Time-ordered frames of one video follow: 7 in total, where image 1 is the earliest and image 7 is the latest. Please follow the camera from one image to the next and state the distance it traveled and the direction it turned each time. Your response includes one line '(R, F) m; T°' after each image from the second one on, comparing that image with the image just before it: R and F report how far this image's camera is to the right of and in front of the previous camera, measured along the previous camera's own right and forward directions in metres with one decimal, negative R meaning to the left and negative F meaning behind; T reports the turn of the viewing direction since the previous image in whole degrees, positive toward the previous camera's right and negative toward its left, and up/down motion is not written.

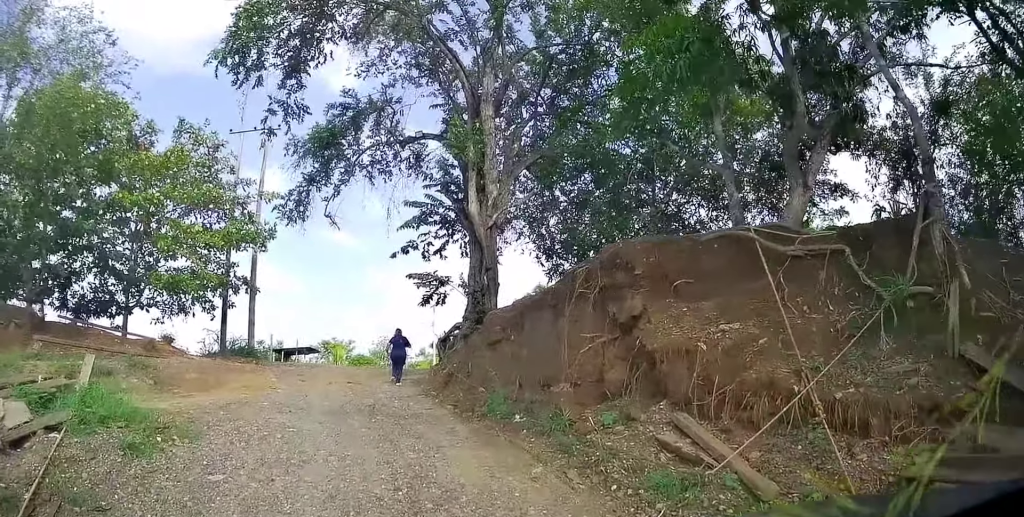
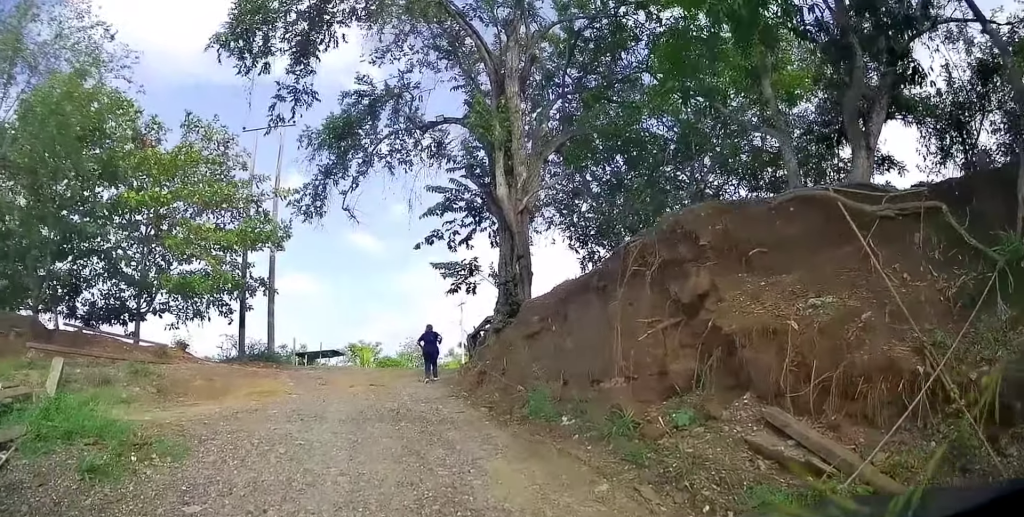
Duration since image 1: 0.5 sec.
(-0.2, +1.5) m; -4°
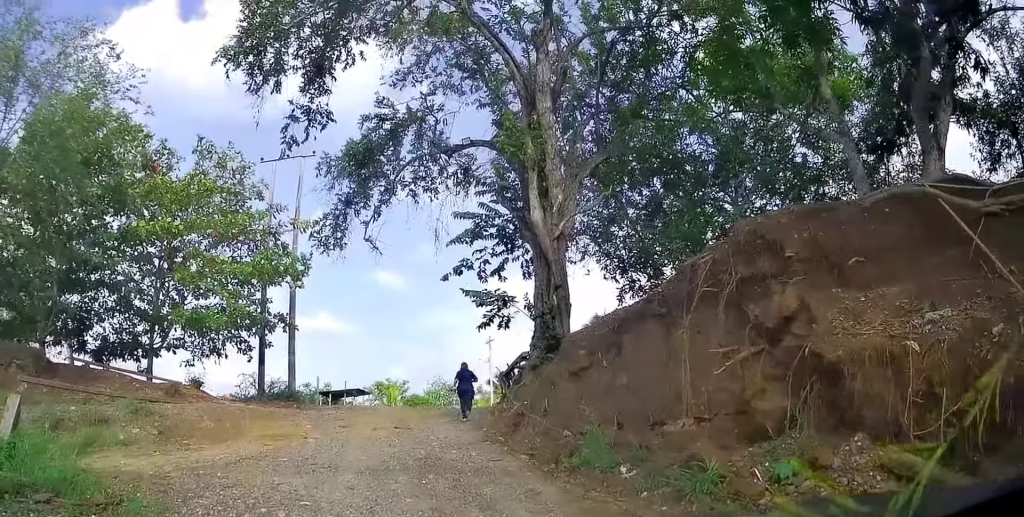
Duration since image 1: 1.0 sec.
(-0.1, +1.6) m; -5°
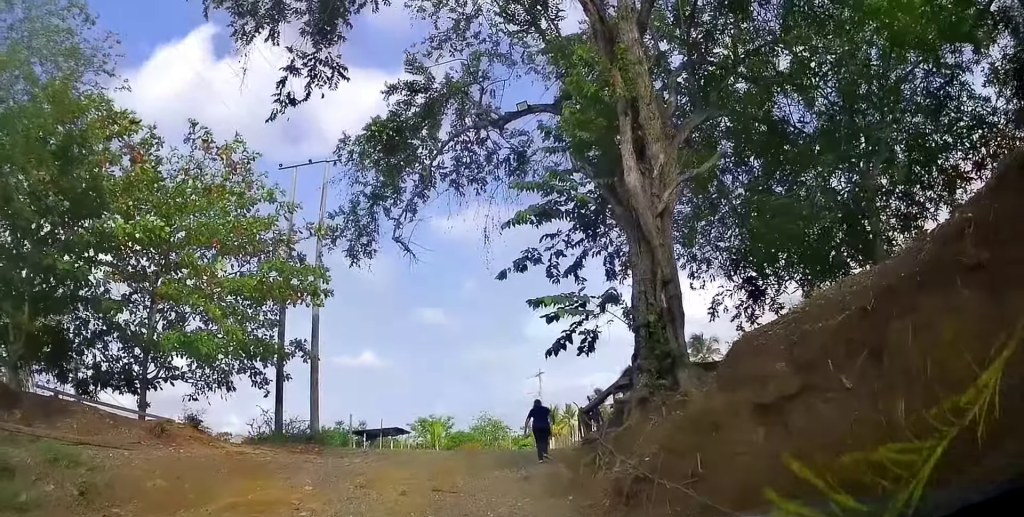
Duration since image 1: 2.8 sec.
(-1.2, +5.3) m; -18°
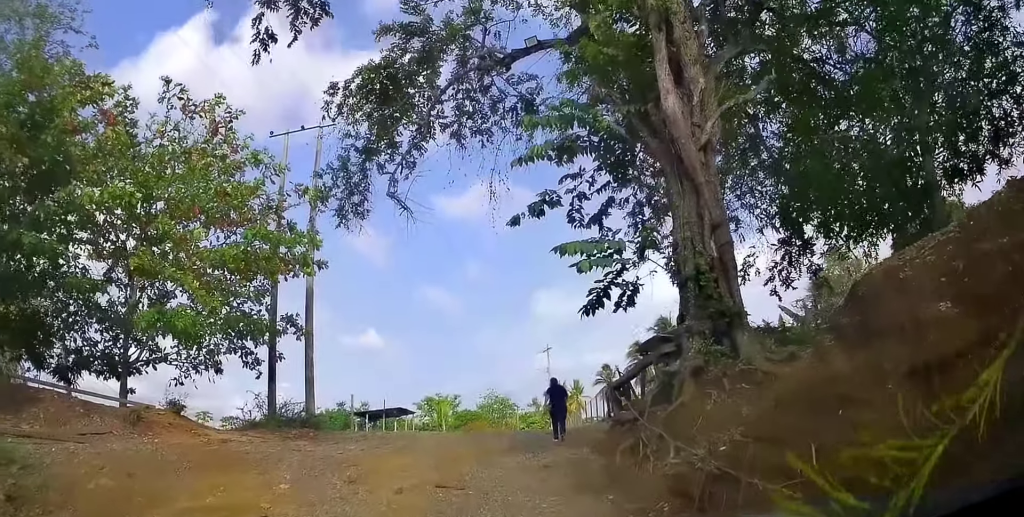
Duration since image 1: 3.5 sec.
(+0.3, +2.7) m; +1°
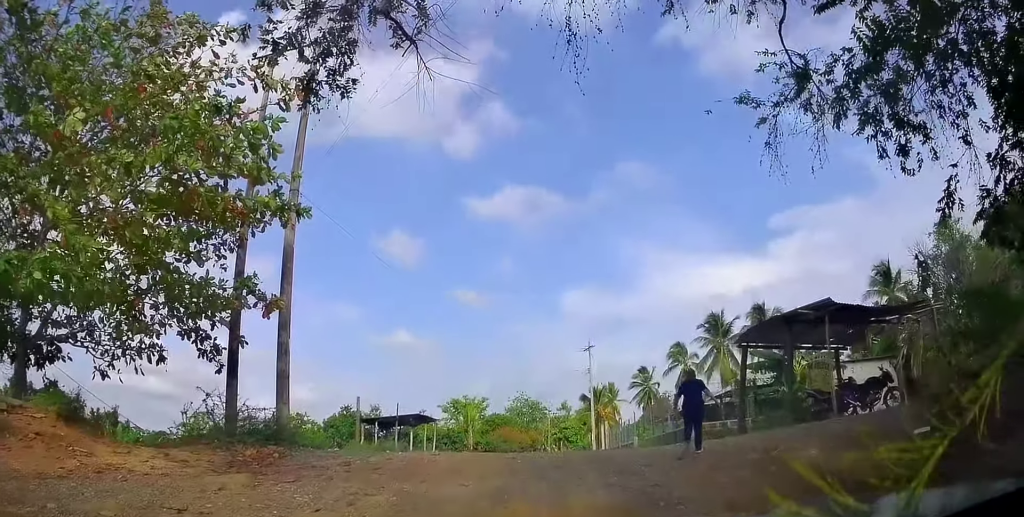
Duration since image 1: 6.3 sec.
(+2.6, +14.7) m; +17°
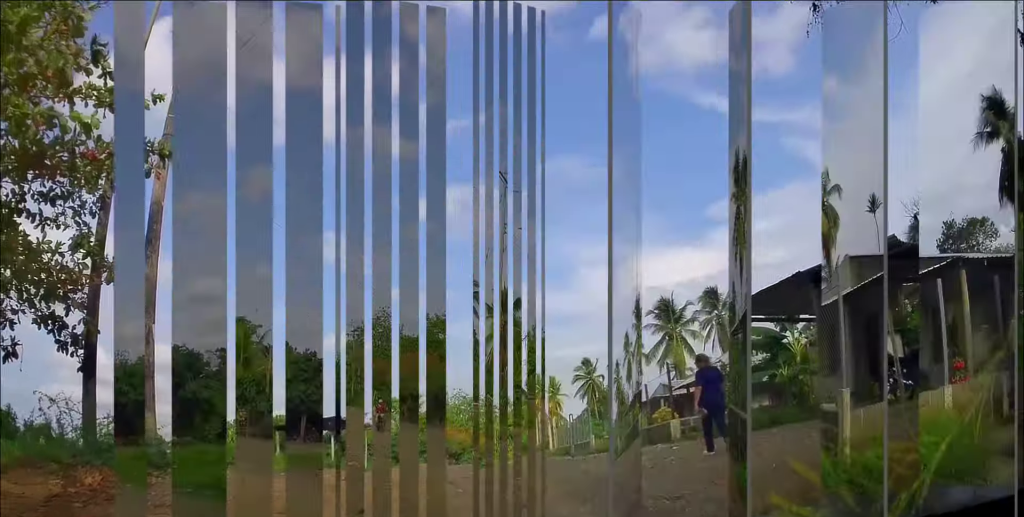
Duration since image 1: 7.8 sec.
(0.0, +10.1) m; -1°
